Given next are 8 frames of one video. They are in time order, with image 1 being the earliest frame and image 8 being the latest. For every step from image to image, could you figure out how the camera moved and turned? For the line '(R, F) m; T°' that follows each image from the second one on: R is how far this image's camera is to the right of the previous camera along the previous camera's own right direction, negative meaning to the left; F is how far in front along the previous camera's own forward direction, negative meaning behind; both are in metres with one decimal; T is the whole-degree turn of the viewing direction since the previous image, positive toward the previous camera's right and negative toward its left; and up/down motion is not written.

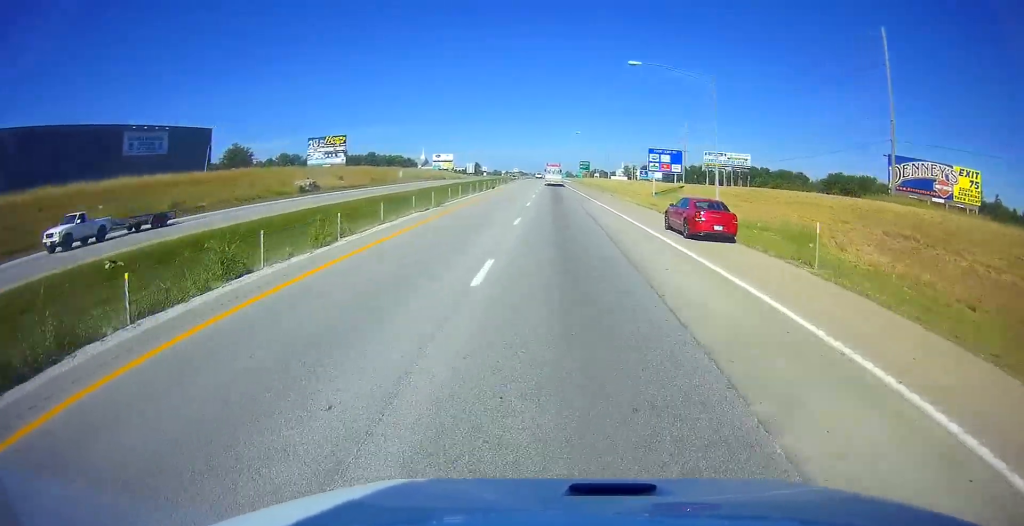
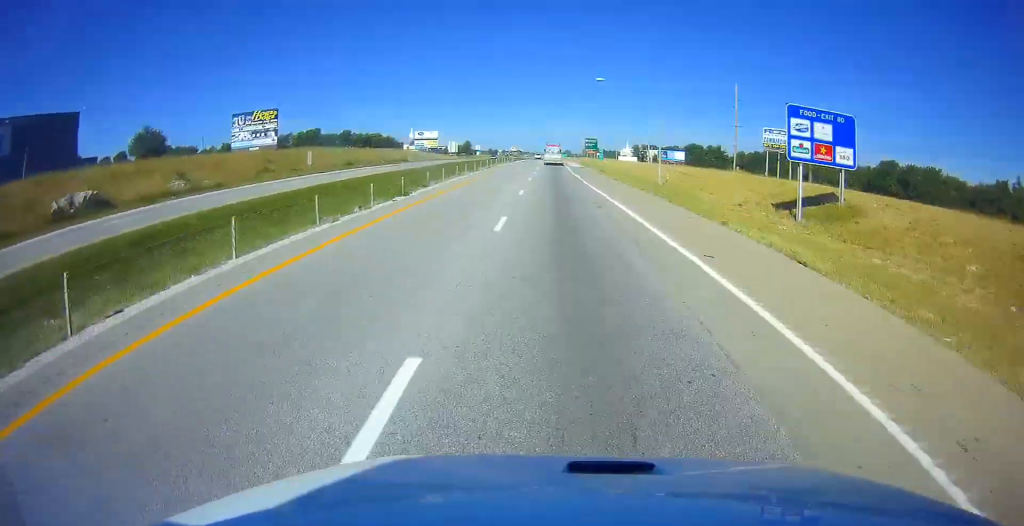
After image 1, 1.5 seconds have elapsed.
(0.0, +44.4) m; 0°
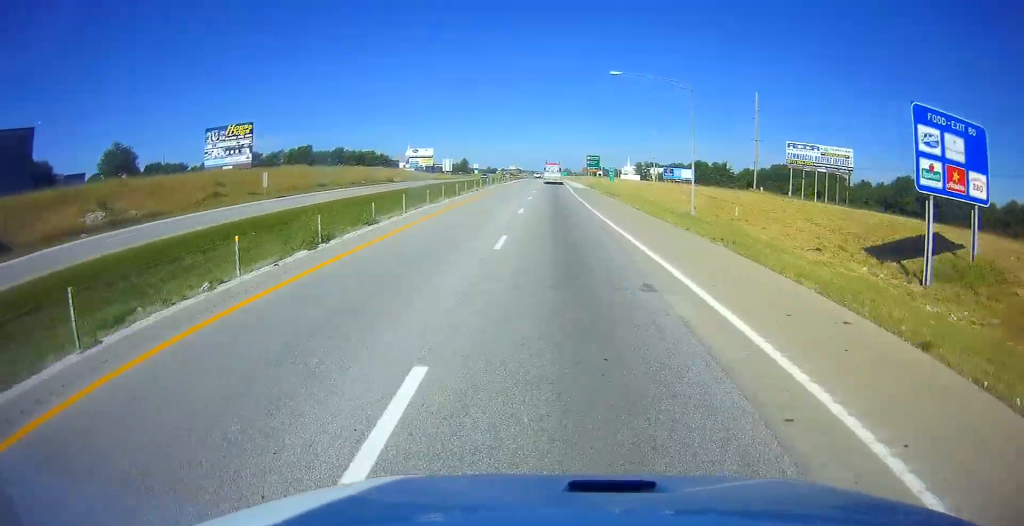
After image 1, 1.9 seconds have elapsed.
(0.0, +11.9) m; 0°
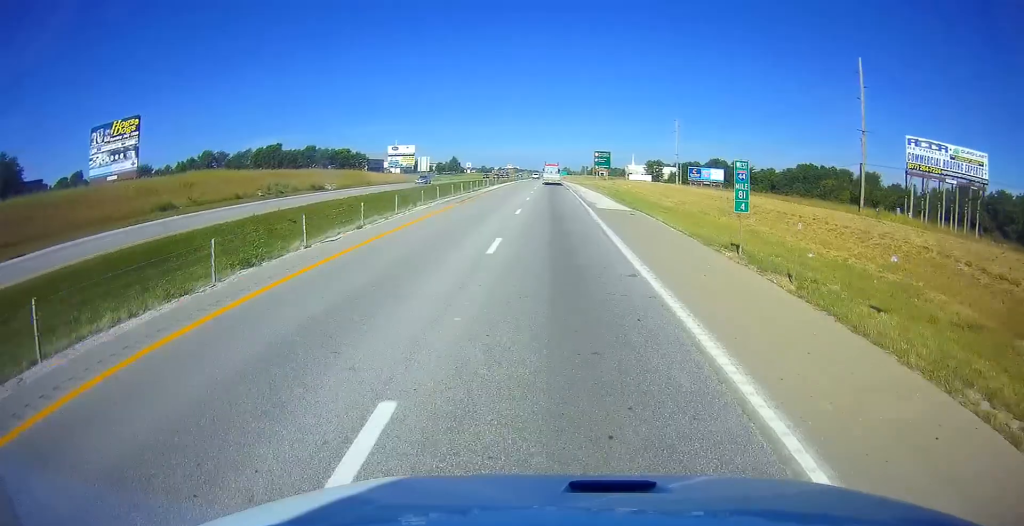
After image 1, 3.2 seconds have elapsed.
(0.0, +37.7) m; 0°
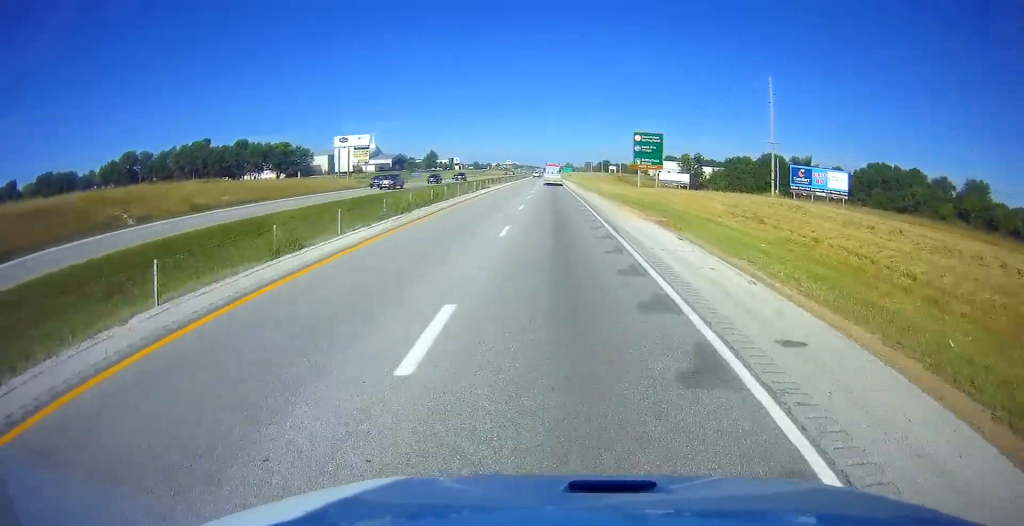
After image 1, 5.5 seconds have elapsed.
(0.0, +69.1) m; 0°
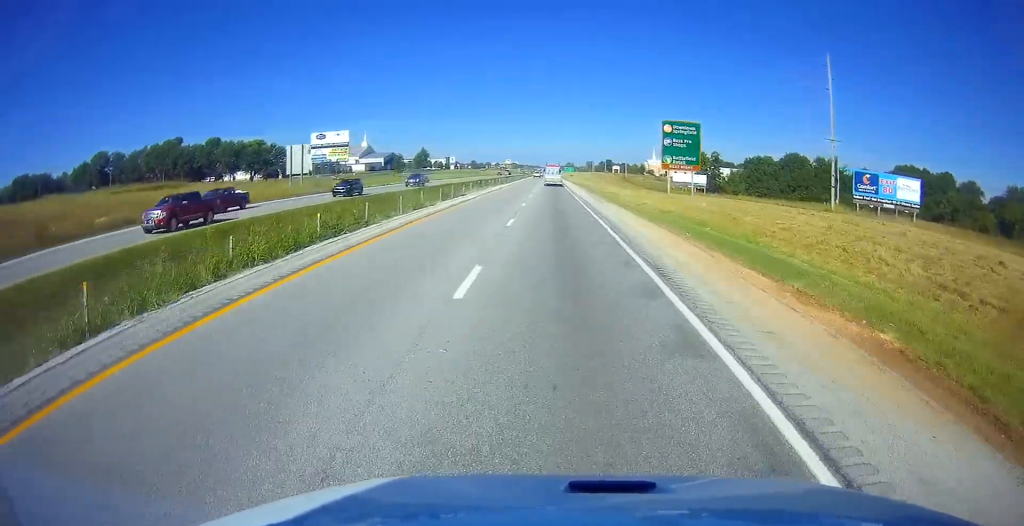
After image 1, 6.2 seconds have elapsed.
(+0.1, +20.7) m; 0°
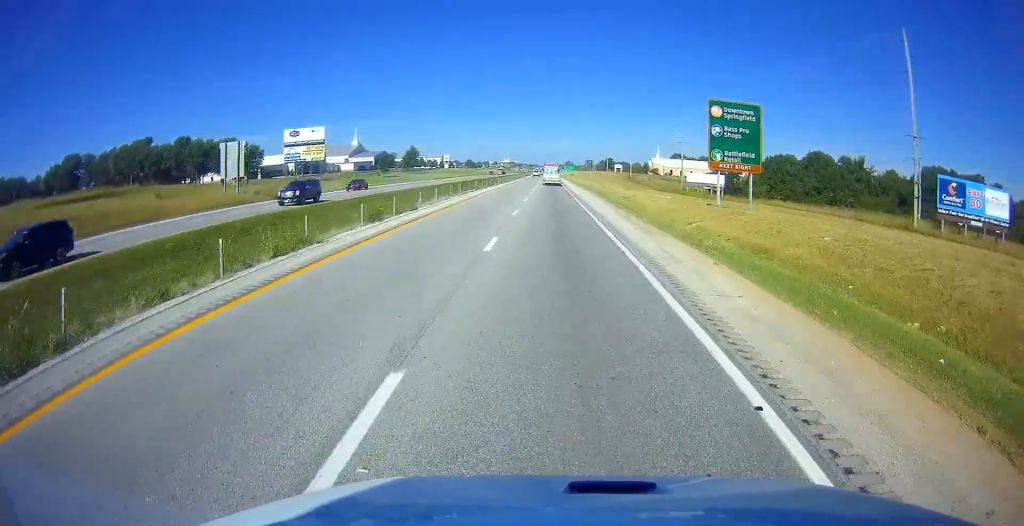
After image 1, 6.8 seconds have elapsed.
(0.0, +18.7) m; 0°
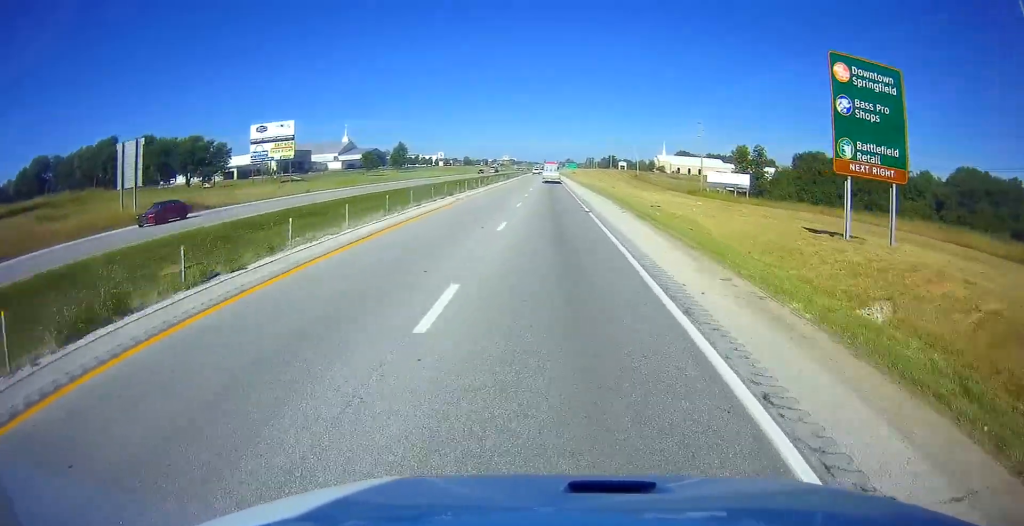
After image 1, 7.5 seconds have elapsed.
(-0.1, +19.8) m; 0°
